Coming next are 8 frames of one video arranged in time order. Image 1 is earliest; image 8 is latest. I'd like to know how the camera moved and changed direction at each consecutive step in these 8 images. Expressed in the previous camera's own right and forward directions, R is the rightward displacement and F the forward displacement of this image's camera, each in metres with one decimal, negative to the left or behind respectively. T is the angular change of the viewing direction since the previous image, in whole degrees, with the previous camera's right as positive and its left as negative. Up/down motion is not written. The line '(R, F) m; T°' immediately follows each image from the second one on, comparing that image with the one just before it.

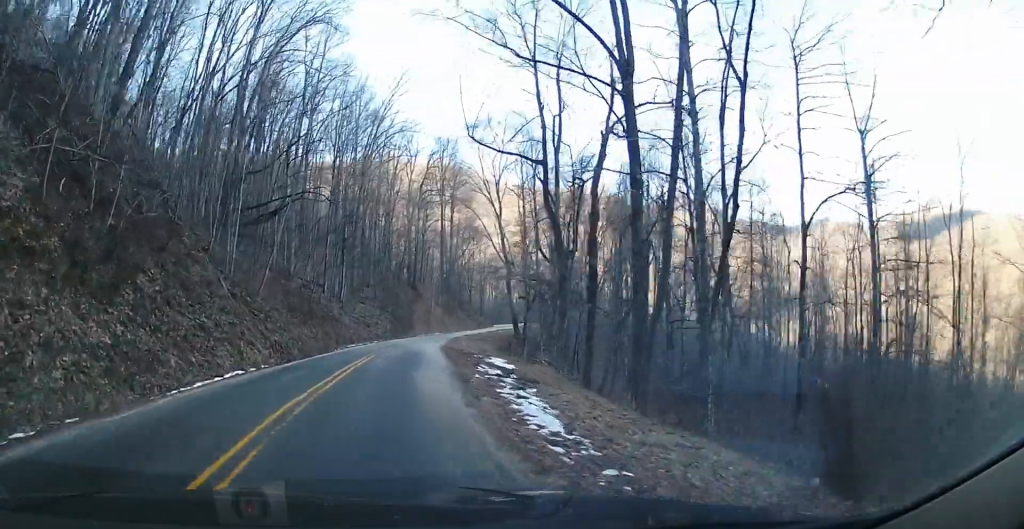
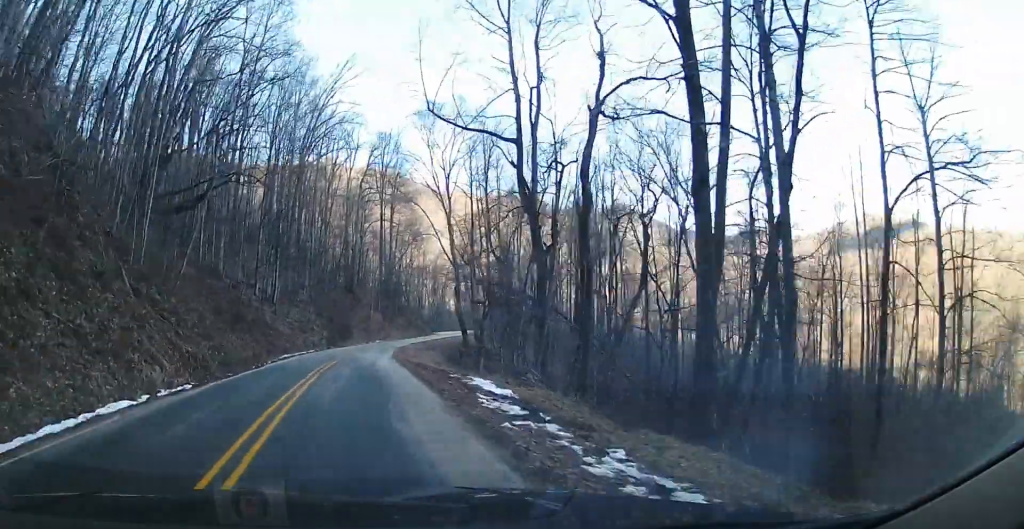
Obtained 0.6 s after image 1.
(+0.4, +6.3) m; +6°
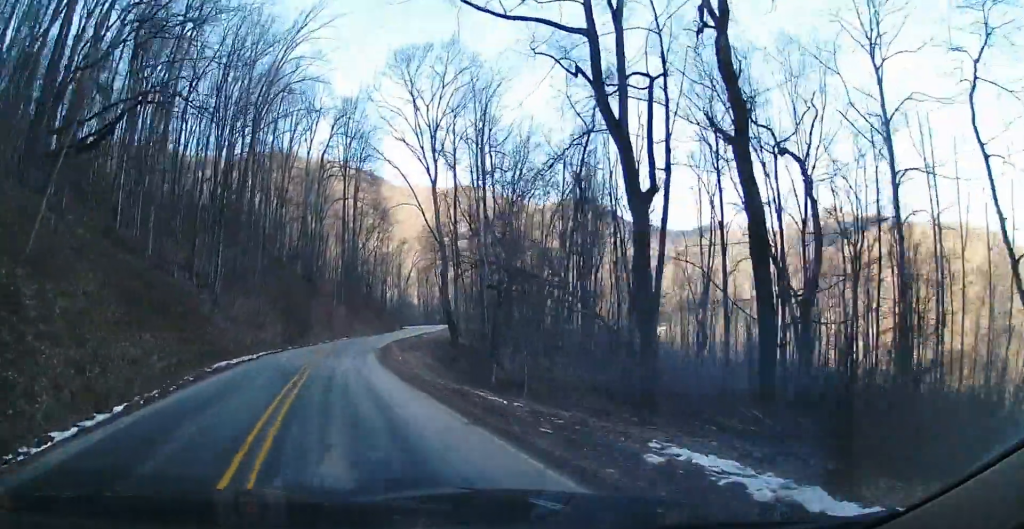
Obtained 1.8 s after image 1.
(+1.2, +10.6) m; +17°
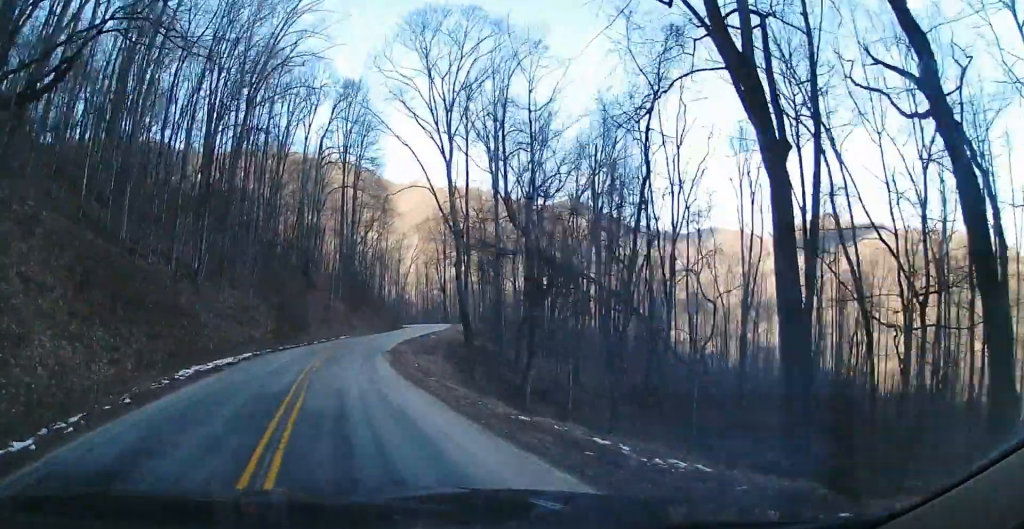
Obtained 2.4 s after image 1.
(+0.4, +4.8) m; +9°
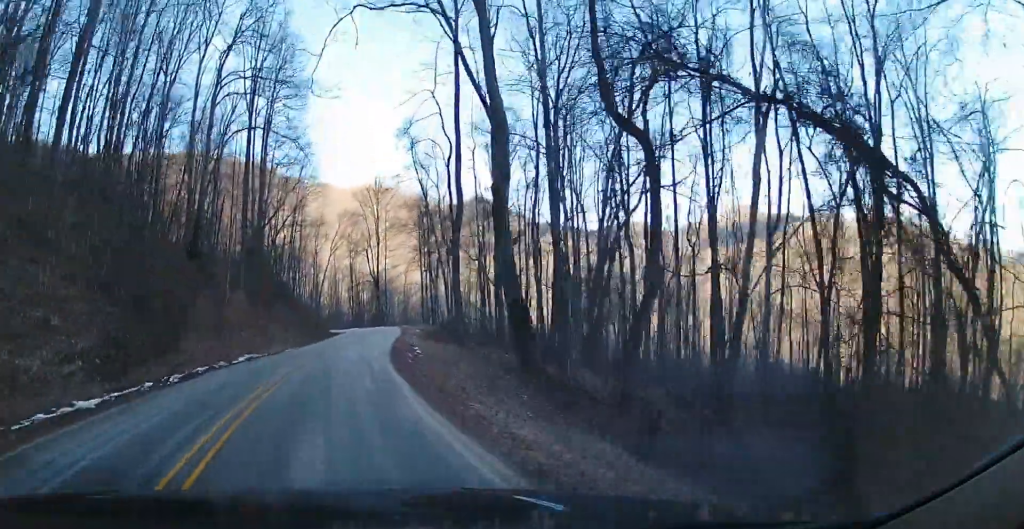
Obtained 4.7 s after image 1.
(0.0, +23.2) m; -2°
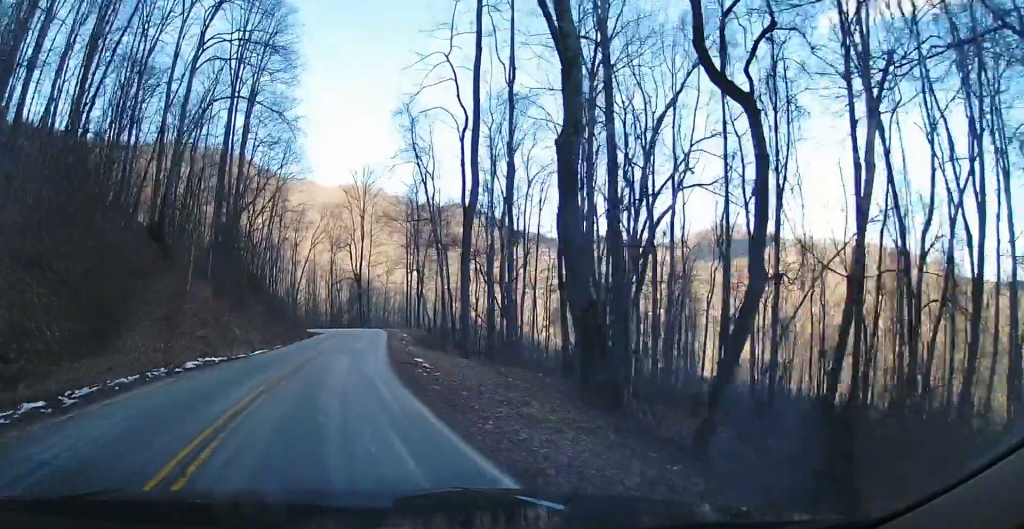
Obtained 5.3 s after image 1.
(-0.1, +6.4) m; +1°
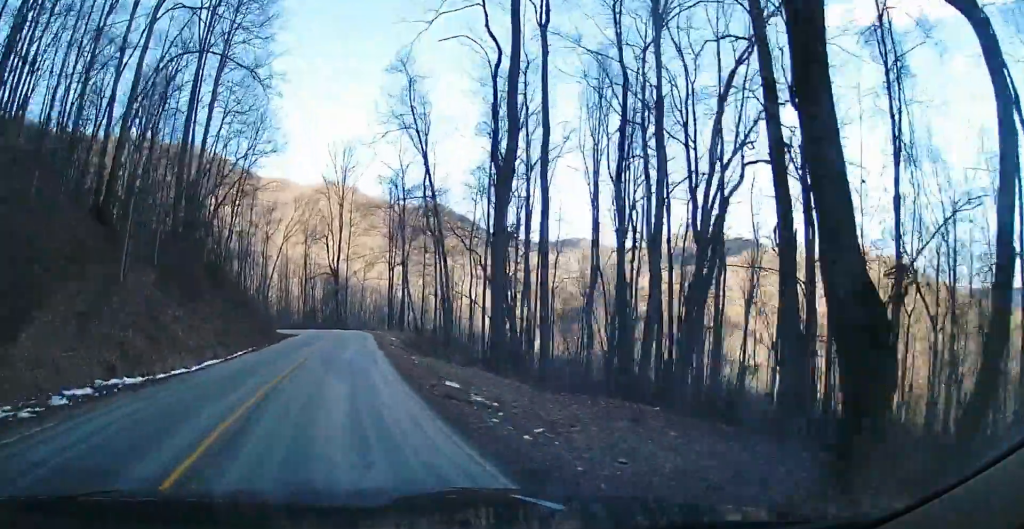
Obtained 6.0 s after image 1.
(+0.2, +9.0) m; +3°
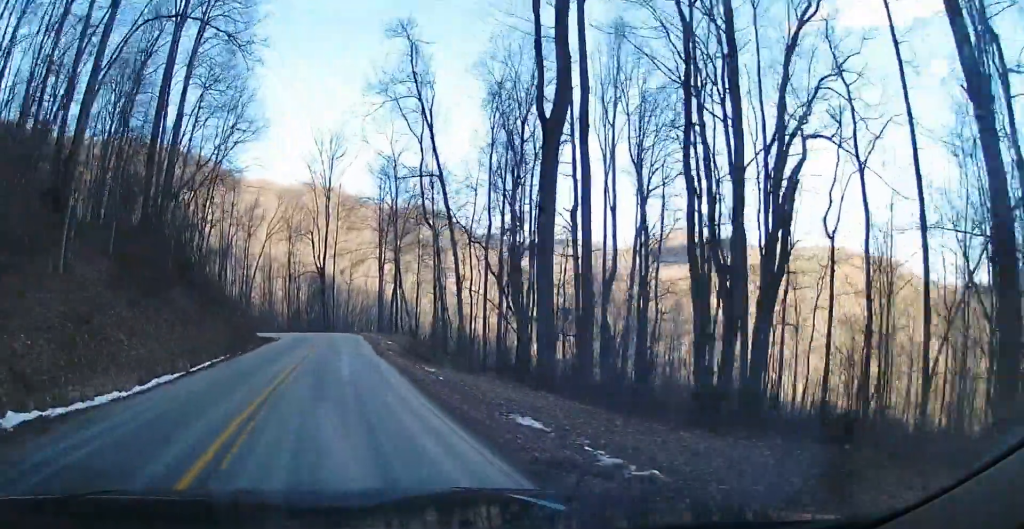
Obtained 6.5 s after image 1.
(+0.1, +5.9) m; +2°
